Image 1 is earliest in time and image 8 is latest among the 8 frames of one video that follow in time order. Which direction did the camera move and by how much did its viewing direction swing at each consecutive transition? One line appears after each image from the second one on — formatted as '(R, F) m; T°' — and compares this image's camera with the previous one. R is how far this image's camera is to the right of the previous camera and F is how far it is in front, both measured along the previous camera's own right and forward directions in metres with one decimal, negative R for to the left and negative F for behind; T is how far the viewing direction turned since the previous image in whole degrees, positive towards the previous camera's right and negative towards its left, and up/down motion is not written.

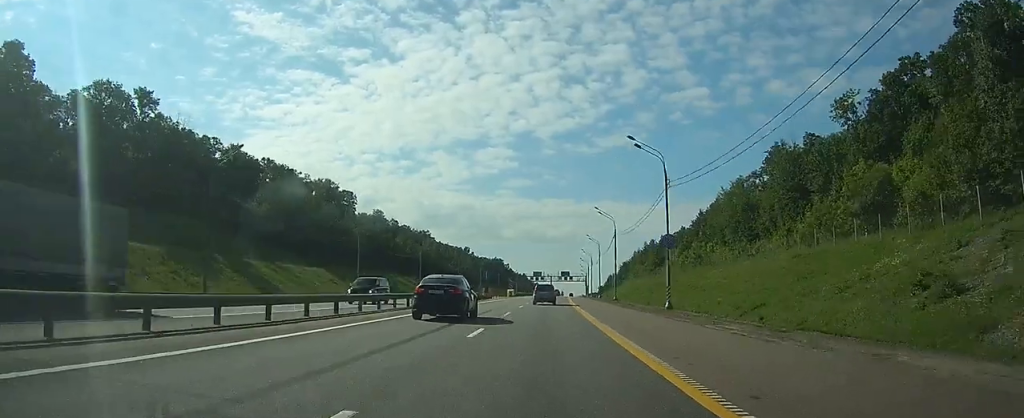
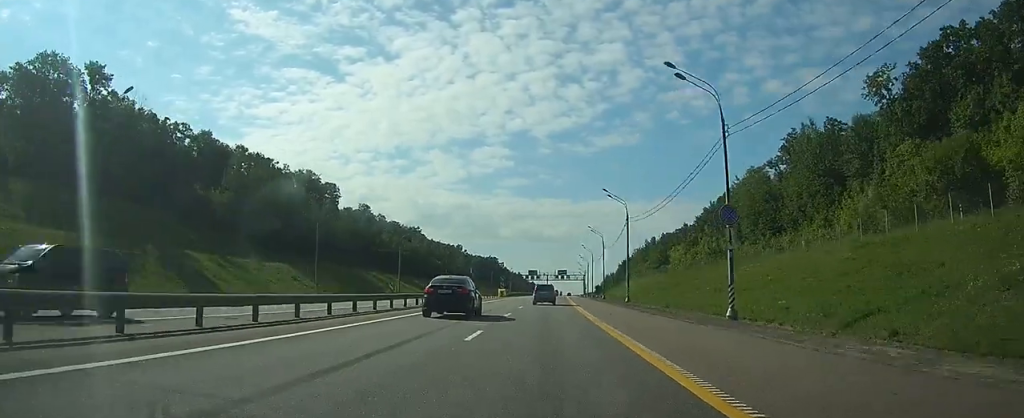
(0.0, +12.9) m; 0°
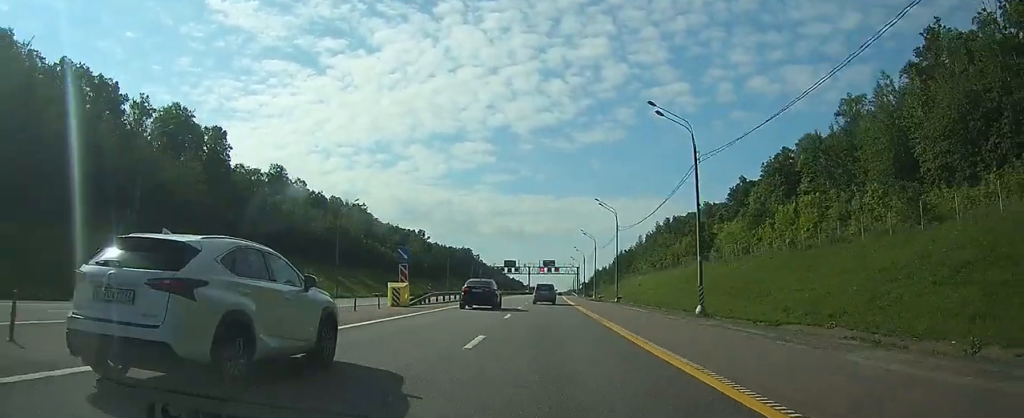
(+0.6, +60.6) m; +1°
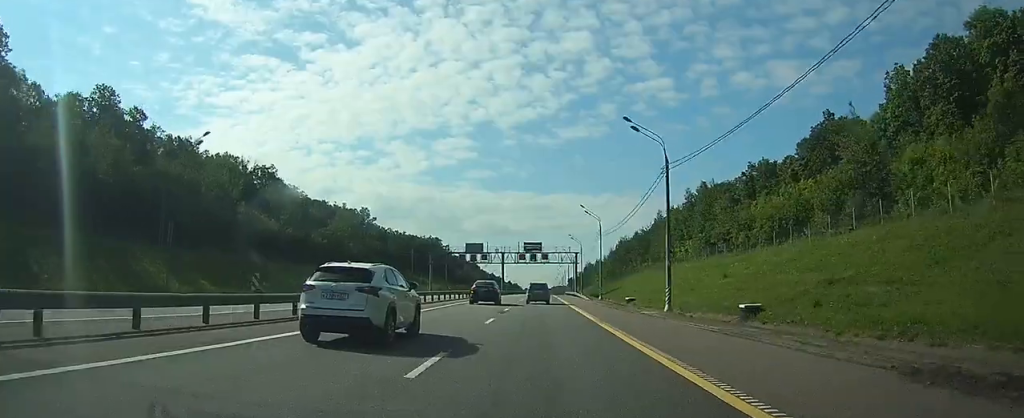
(+0.9, +63.3) m; +2°
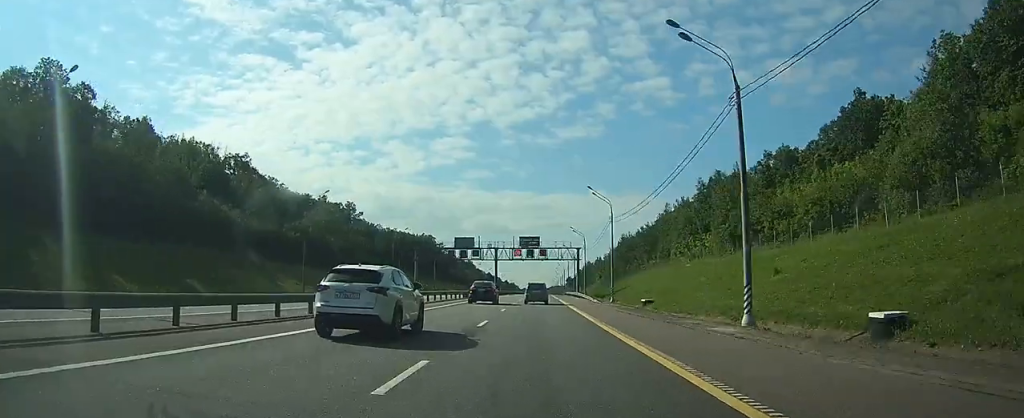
(+0.1, +13.1) m; 0°
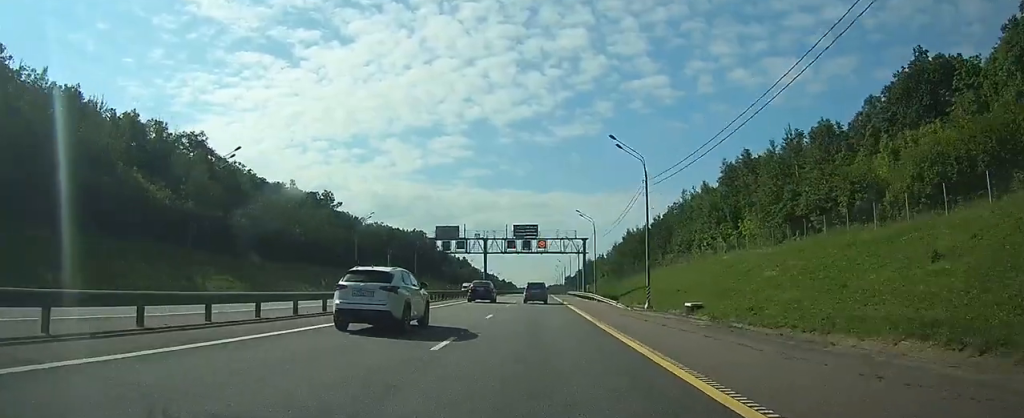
(+0.1, +19.2) m; 0°
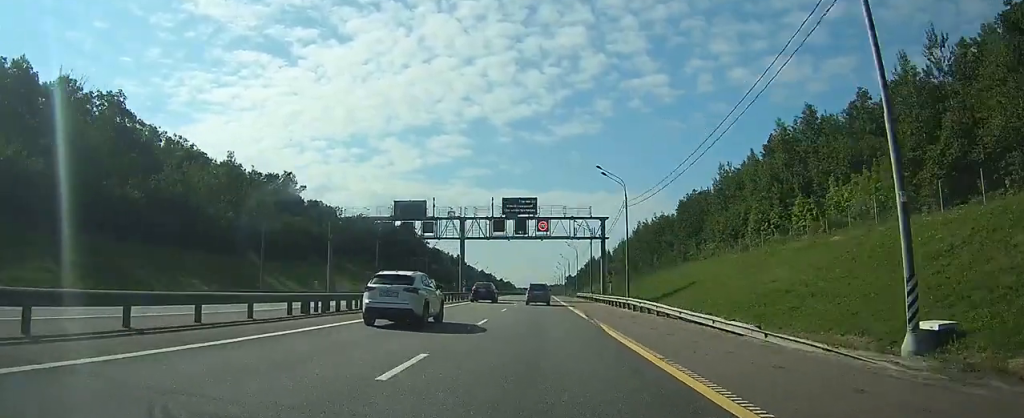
(0.0, +27.4) m; 0°
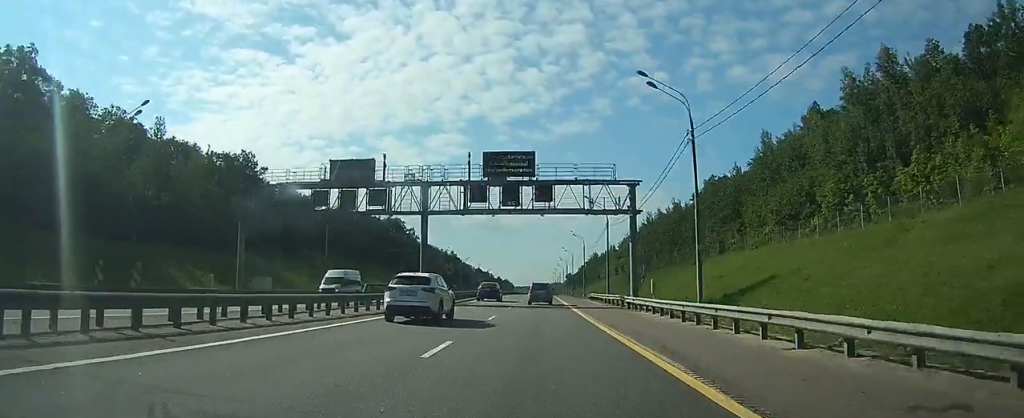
(+0.1, +21.3) m; 0°
